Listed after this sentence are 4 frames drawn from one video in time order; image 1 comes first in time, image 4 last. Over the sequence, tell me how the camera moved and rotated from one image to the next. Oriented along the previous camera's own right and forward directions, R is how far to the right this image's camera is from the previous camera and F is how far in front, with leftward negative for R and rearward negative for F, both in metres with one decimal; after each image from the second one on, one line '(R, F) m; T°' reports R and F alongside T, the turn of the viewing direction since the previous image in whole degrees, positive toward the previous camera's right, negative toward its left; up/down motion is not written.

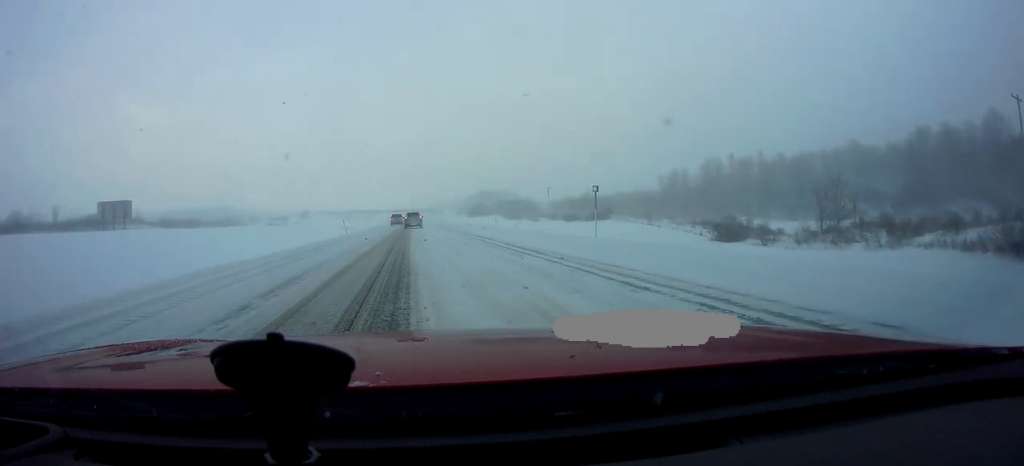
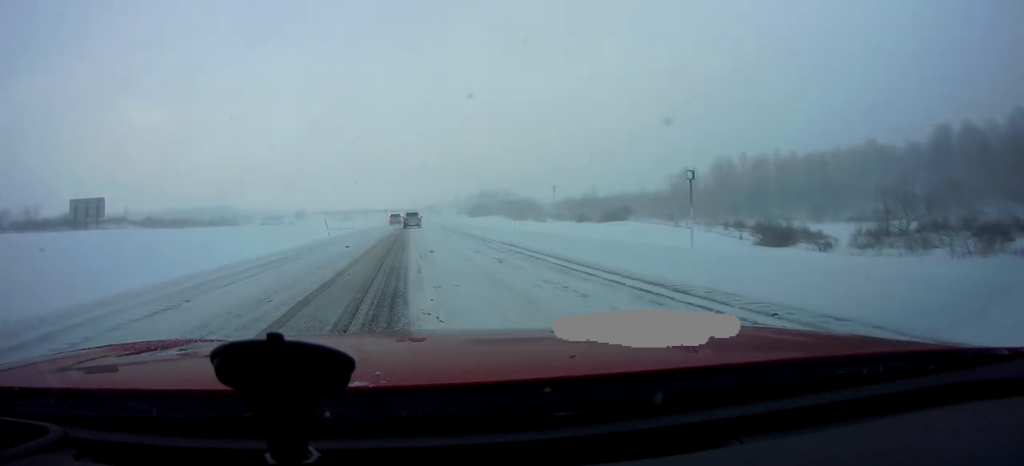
(+0.3, +9.3) m; 0°
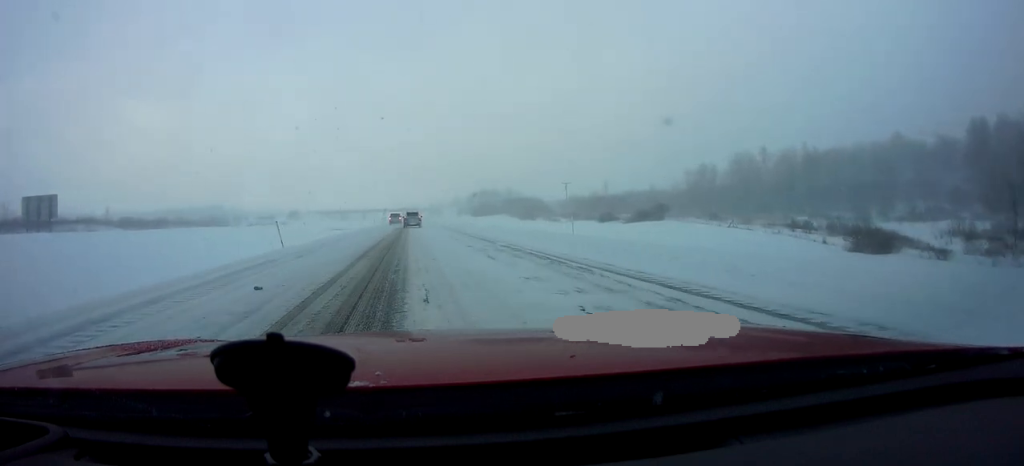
(-0.6, +13.9) m; -2°
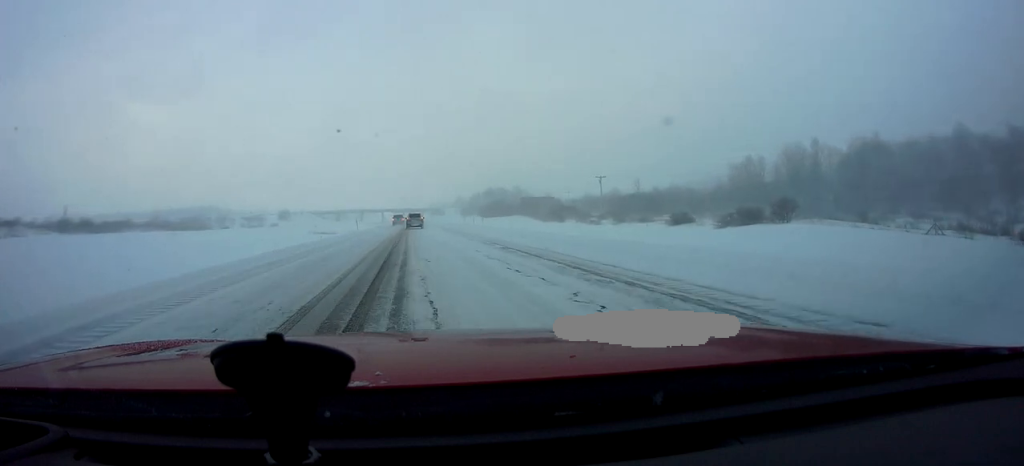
(-0.4, +28.2) m; -1°
